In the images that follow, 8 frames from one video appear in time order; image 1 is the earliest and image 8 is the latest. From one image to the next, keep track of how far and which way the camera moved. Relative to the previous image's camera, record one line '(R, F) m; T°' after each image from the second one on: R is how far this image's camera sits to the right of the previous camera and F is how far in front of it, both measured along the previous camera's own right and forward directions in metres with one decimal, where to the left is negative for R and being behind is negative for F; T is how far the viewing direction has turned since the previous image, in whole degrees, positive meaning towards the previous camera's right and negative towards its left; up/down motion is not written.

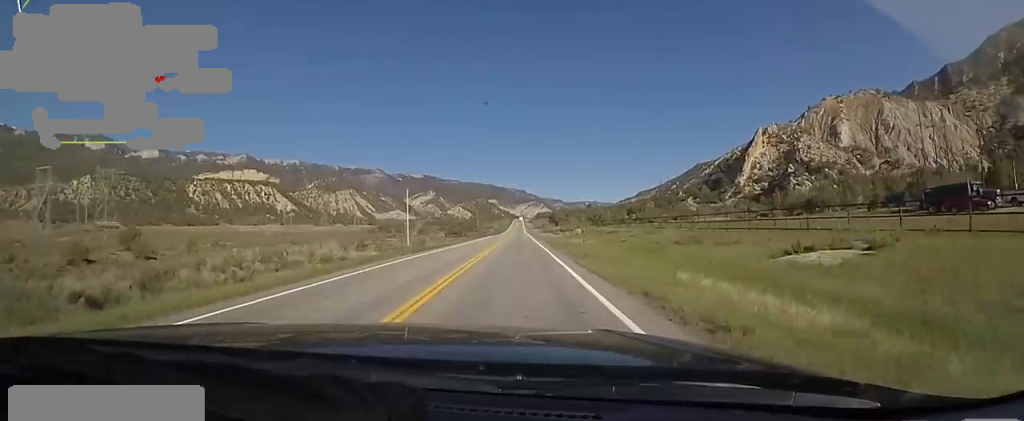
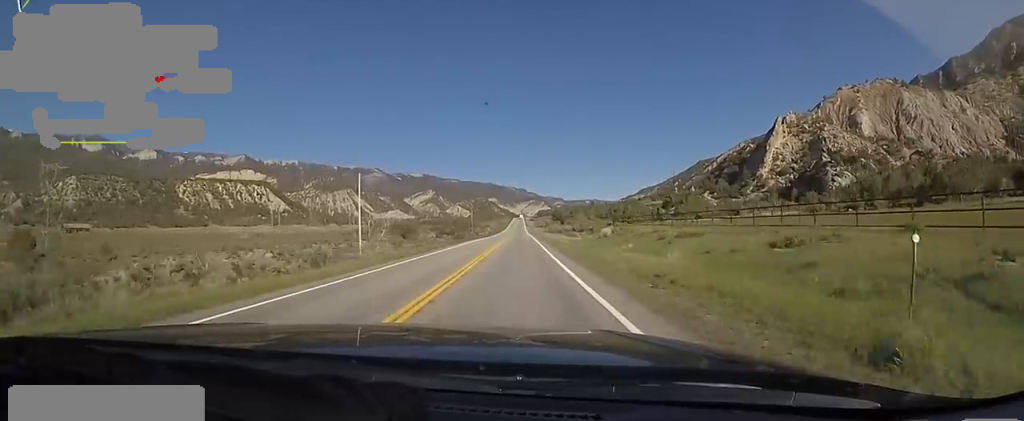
(0.0, +26.4) m; 0°
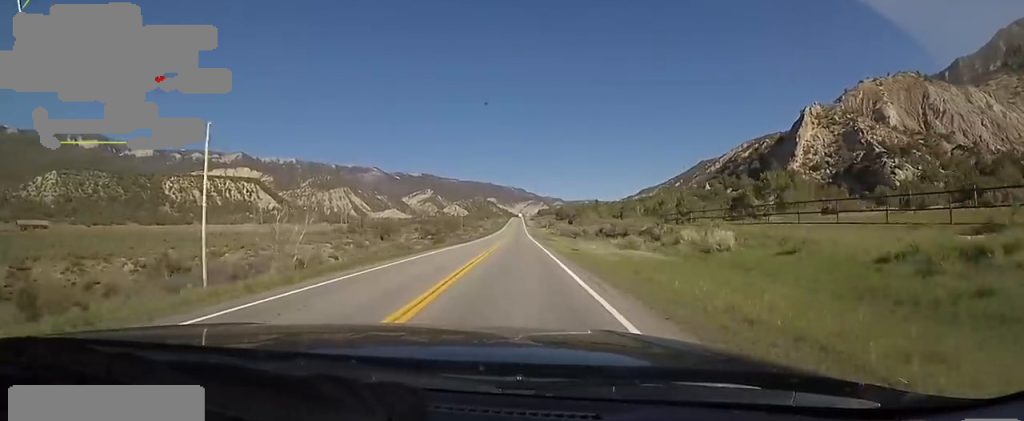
(+0.2, +31.7) m; +2°
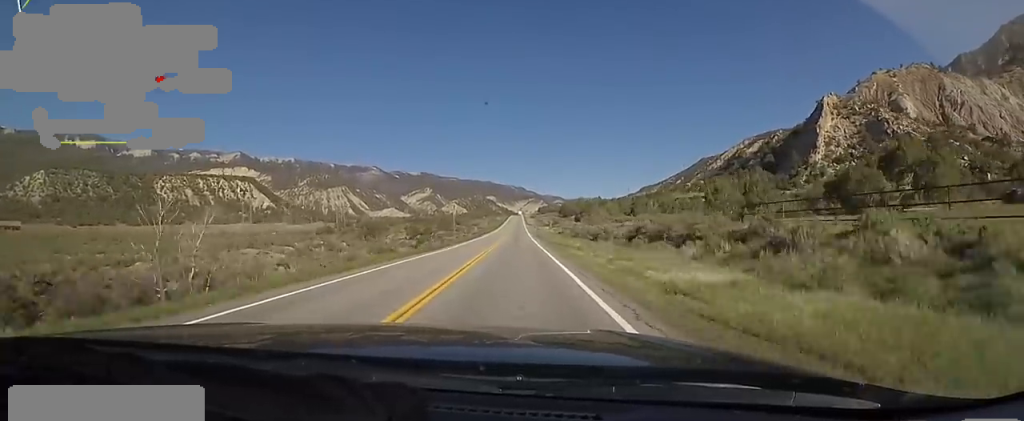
(+0.7, +18.4) m; 0°
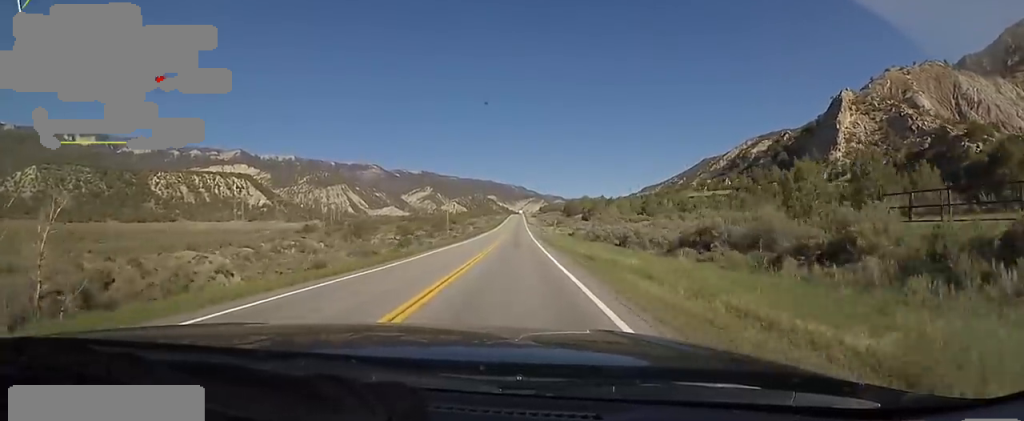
(+0.1, +14.3) m; 0°
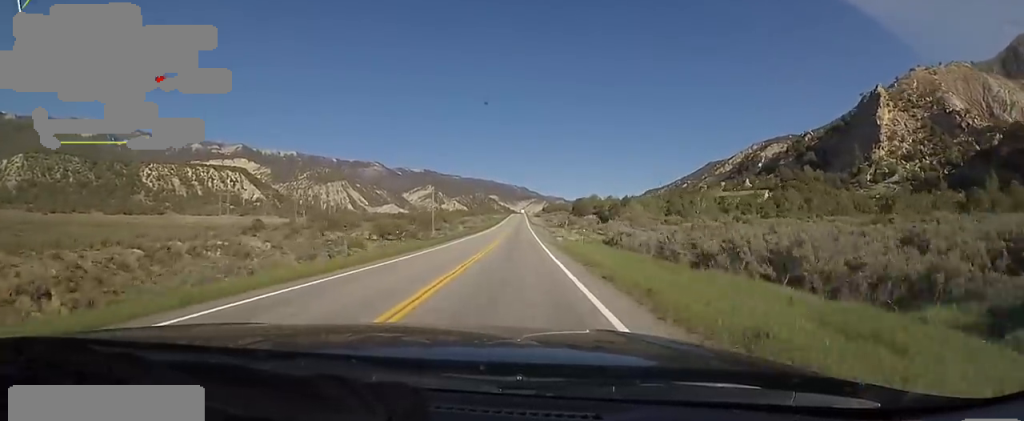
(-0.9, +24.4) m; -1°
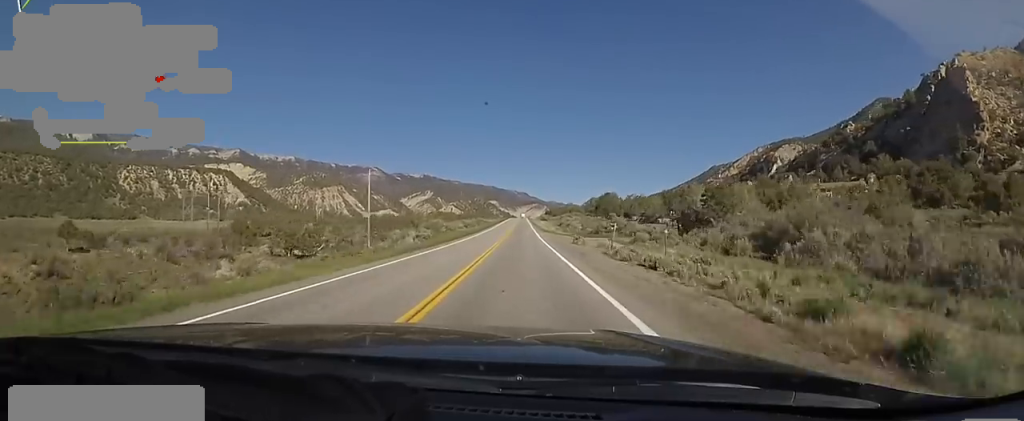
(+1.6, +46.5) m; +2°
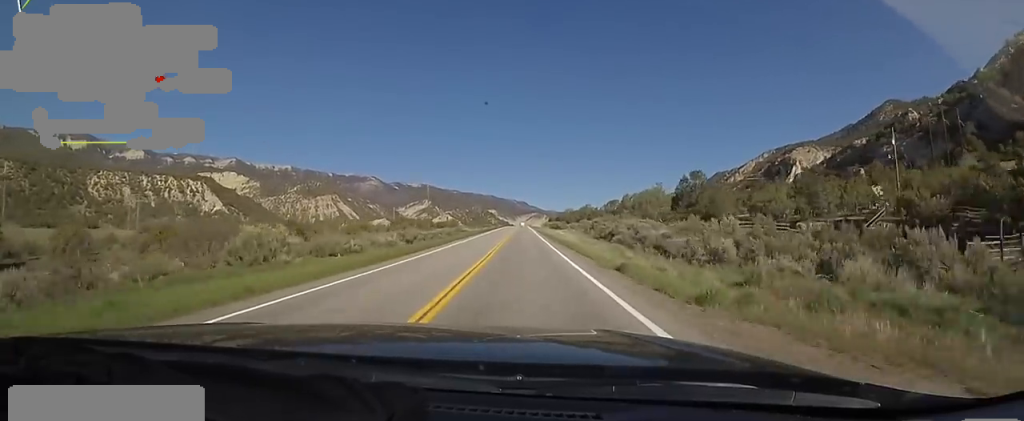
(-1.6, +54.5) m; -3°
